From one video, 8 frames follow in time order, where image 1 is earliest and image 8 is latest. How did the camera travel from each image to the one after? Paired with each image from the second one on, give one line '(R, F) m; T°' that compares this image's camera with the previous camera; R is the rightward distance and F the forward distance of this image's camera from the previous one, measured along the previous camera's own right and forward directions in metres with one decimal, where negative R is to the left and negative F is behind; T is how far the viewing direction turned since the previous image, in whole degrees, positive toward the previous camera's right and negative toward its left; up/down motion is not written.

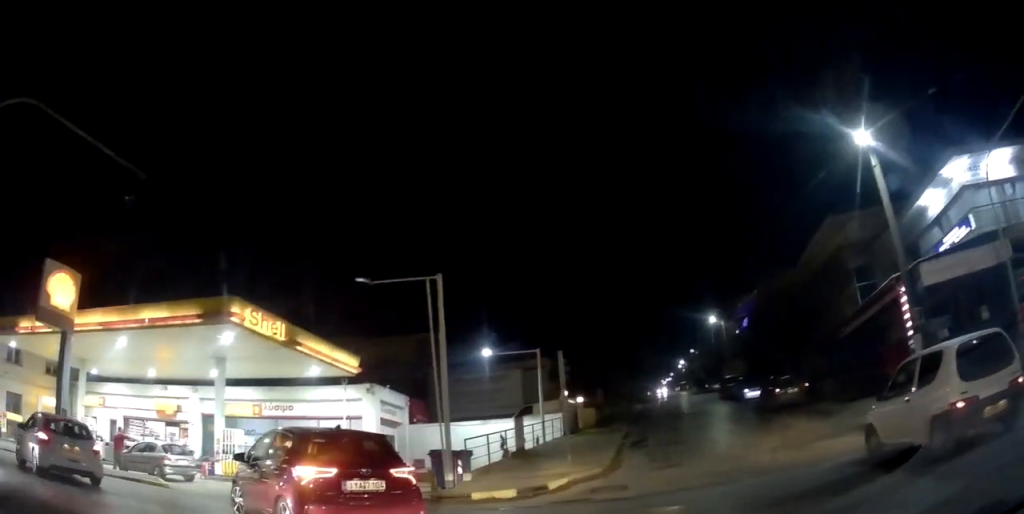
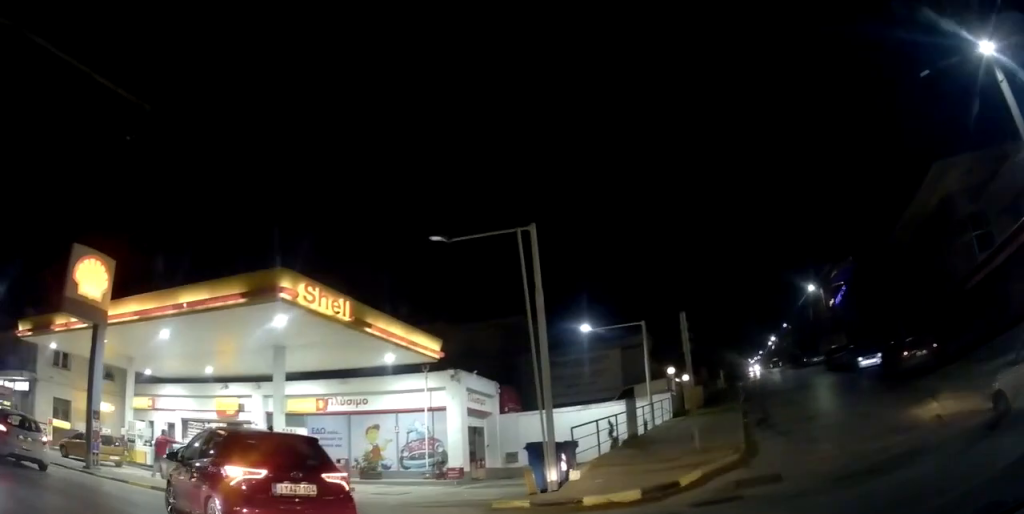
(+0.1, +3.1) m; -13°
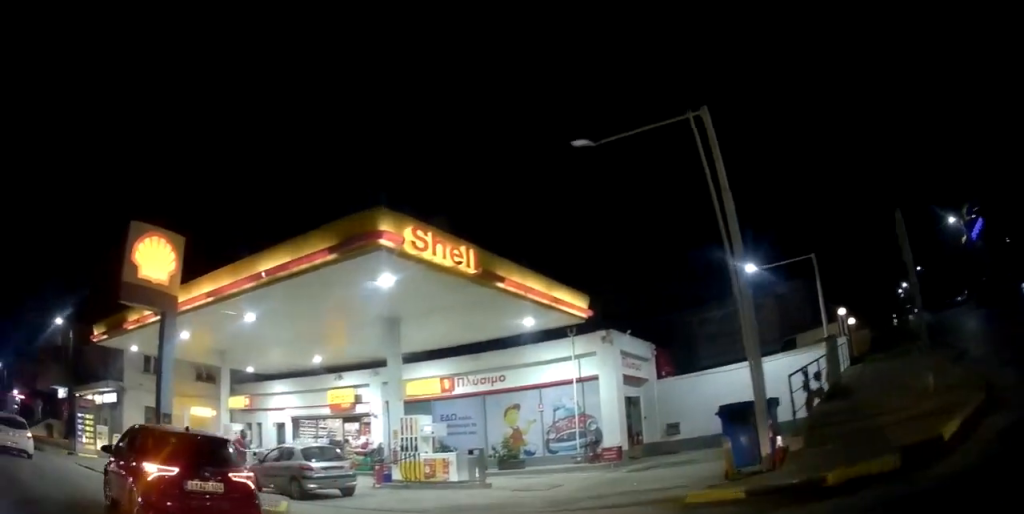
(-1.0, +3.7) m; -20°
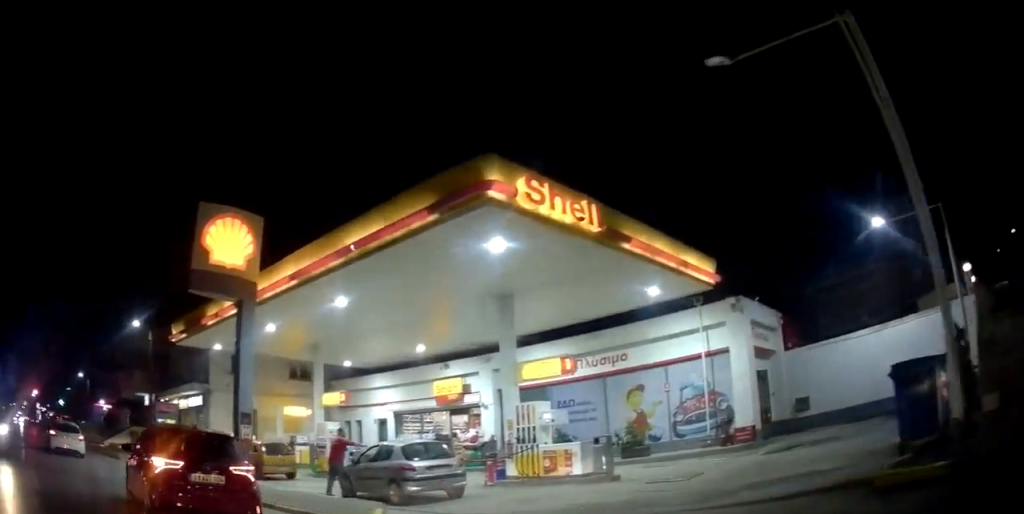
(-0.2, +2.1) m; -10°
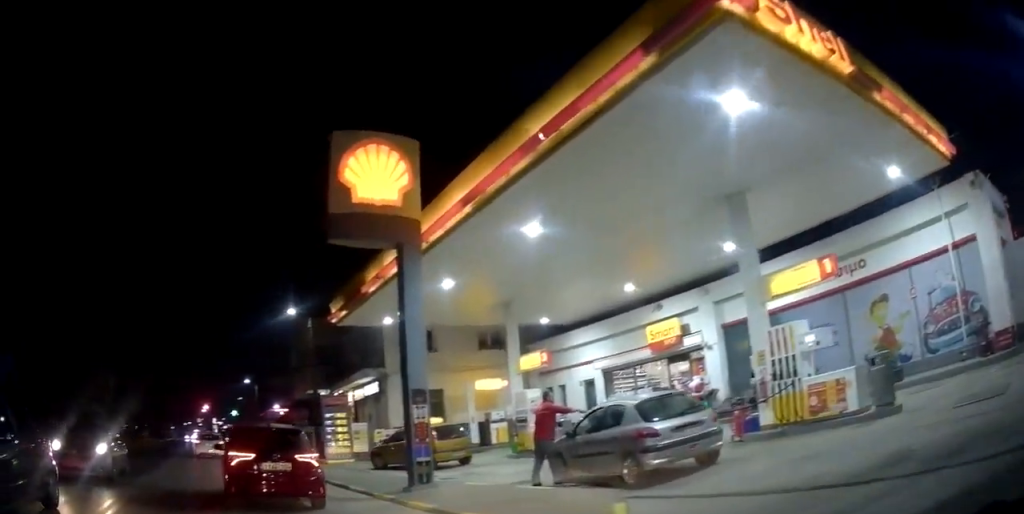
(-0.2, +3.7) m; -15°
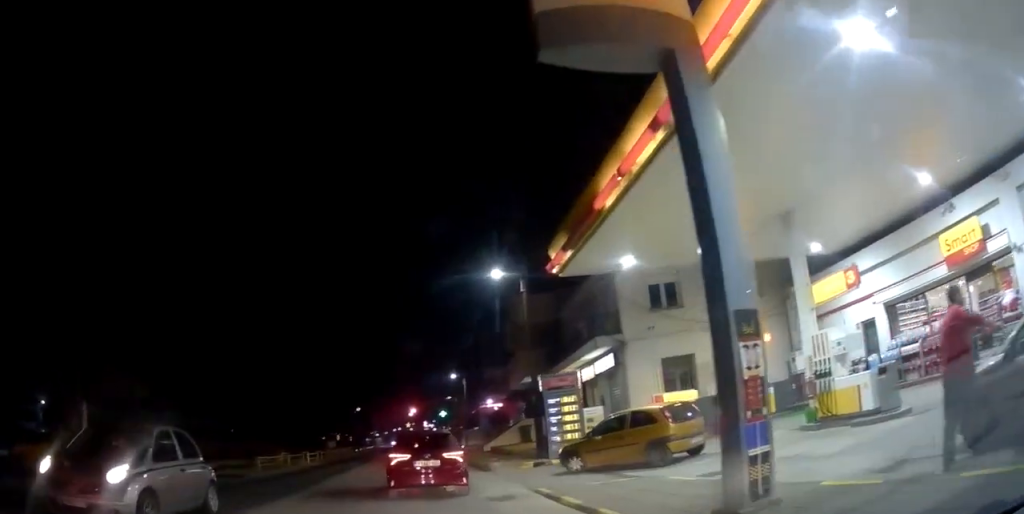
(-1.1, +6.4) m; -10°
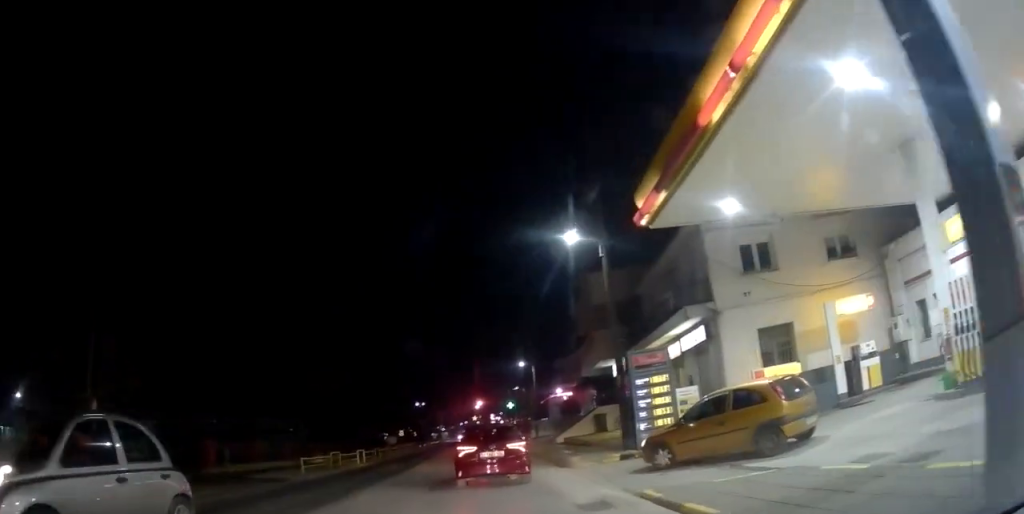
(+0.1, +3.2) m; -1°
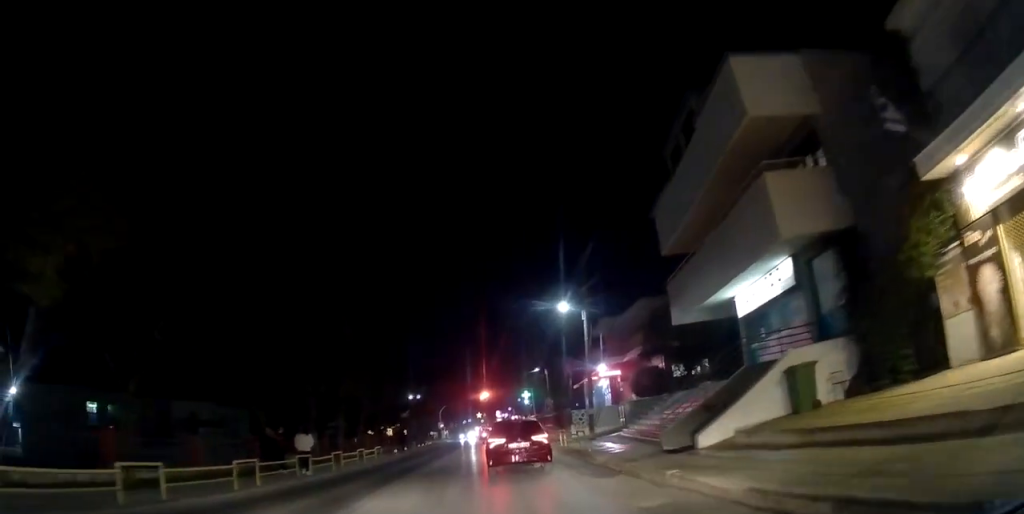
(+0.2, +21.3) m; +1°
